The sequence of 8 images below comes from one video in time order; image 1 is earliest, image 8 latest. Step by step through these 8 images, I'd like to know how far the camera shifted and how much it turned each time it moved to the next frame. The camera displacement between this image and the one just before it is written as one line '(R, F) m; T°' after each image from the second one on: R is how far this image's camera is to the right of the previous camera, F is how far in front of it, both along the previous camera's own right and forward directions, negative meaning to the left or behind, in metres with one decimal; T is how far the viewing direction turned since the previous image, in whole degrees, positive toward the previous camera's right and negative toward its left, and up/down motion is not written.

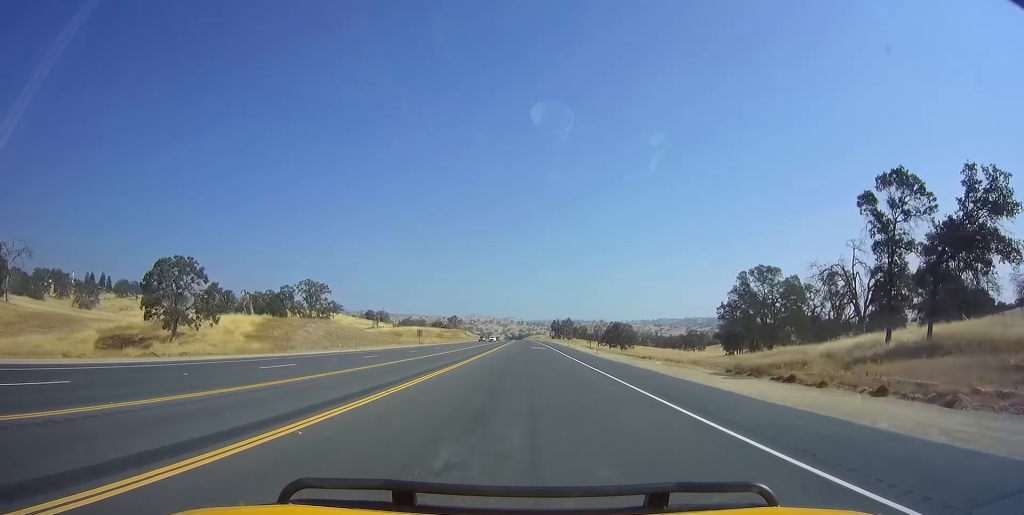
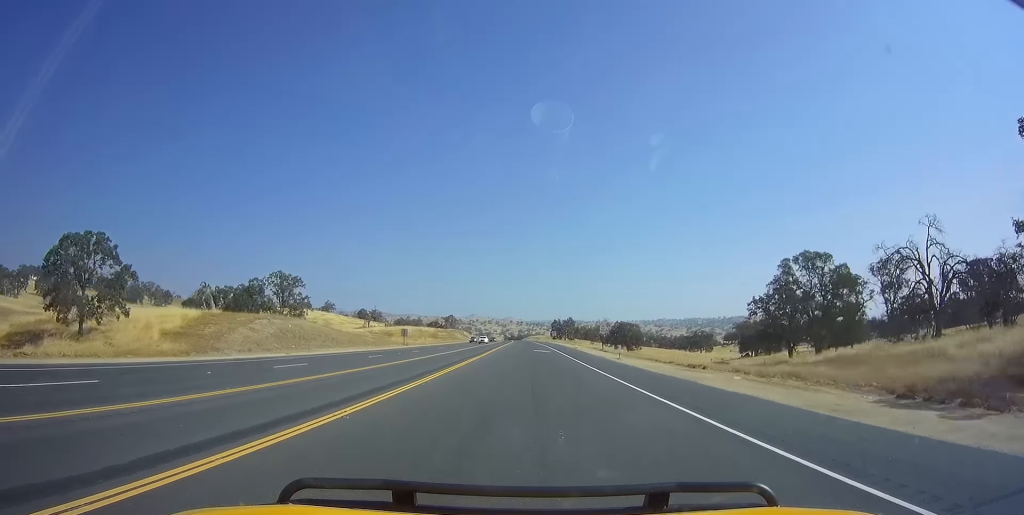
(-0.4, +13.5) m; 0°
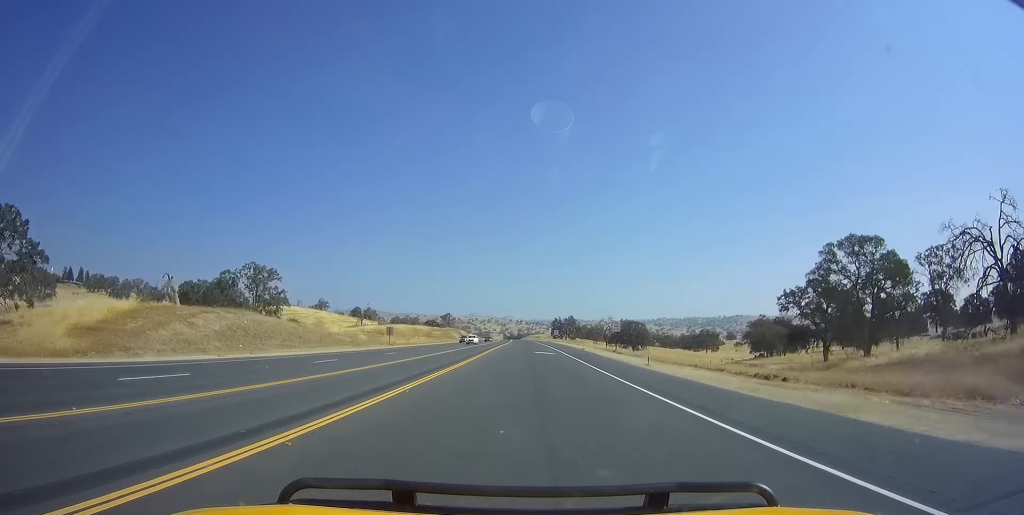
(-0.2, +10.1) m; 0°
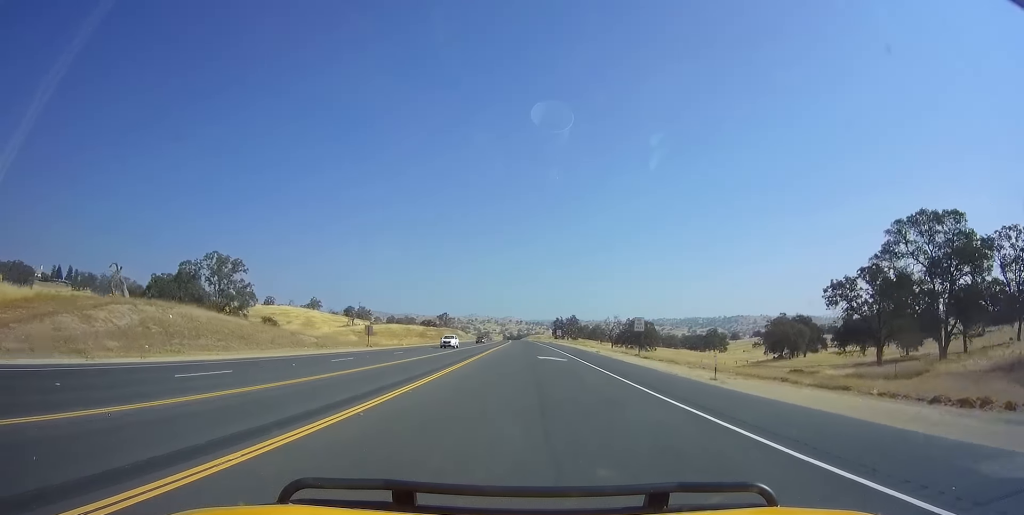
(+0.2, +11.9) m; 0°
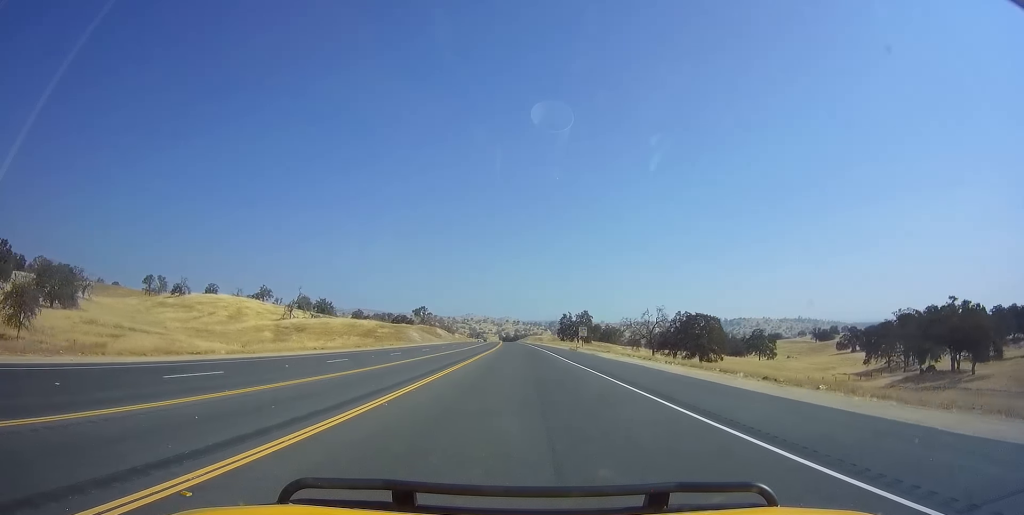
(+0.2, +59.1) m; +1°
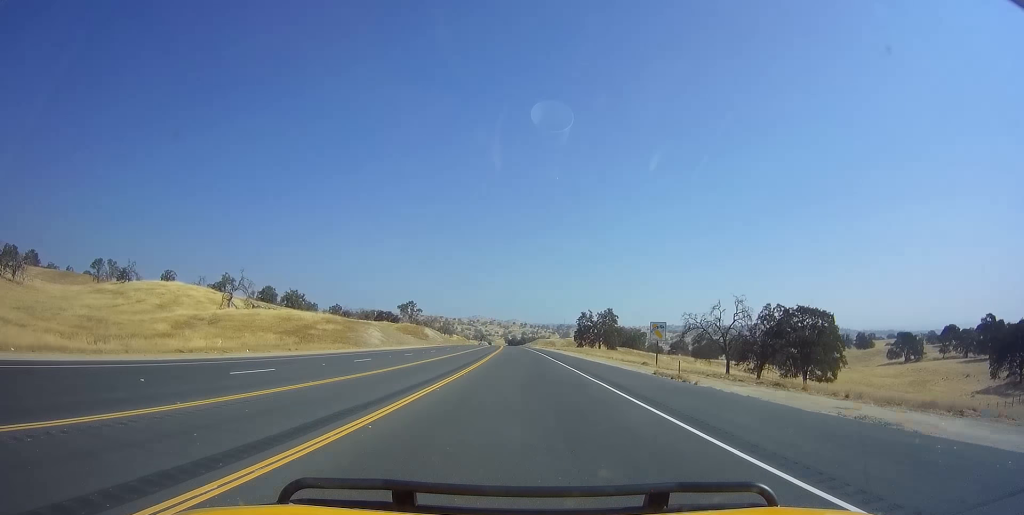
(-0.1, +40.3) m; -1°
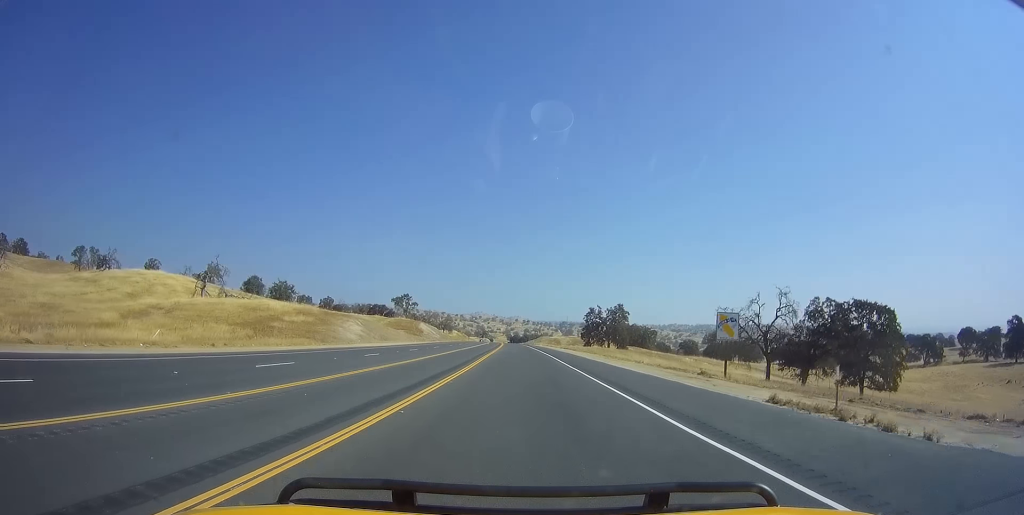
(-0.3, +12.9) m; 0°
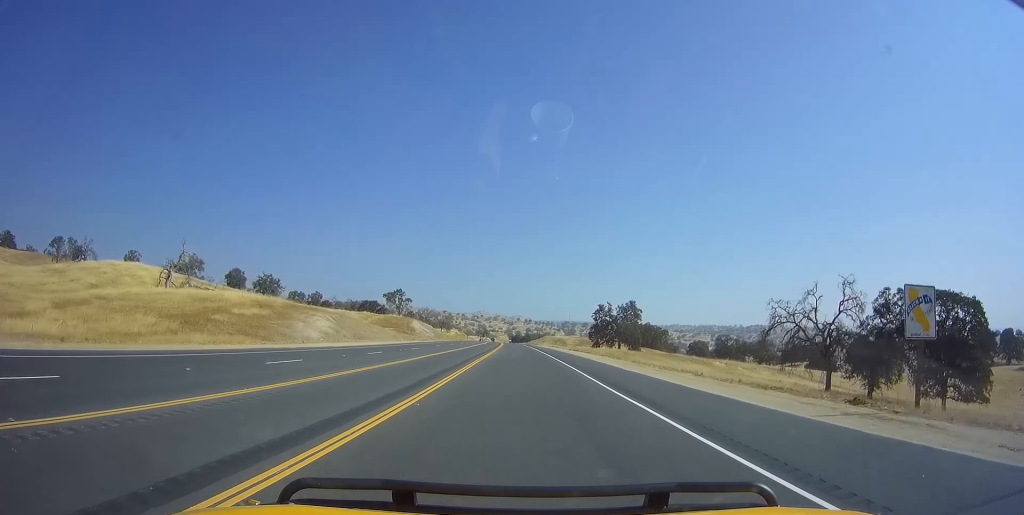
(0.0, +13.9) m; 0°
